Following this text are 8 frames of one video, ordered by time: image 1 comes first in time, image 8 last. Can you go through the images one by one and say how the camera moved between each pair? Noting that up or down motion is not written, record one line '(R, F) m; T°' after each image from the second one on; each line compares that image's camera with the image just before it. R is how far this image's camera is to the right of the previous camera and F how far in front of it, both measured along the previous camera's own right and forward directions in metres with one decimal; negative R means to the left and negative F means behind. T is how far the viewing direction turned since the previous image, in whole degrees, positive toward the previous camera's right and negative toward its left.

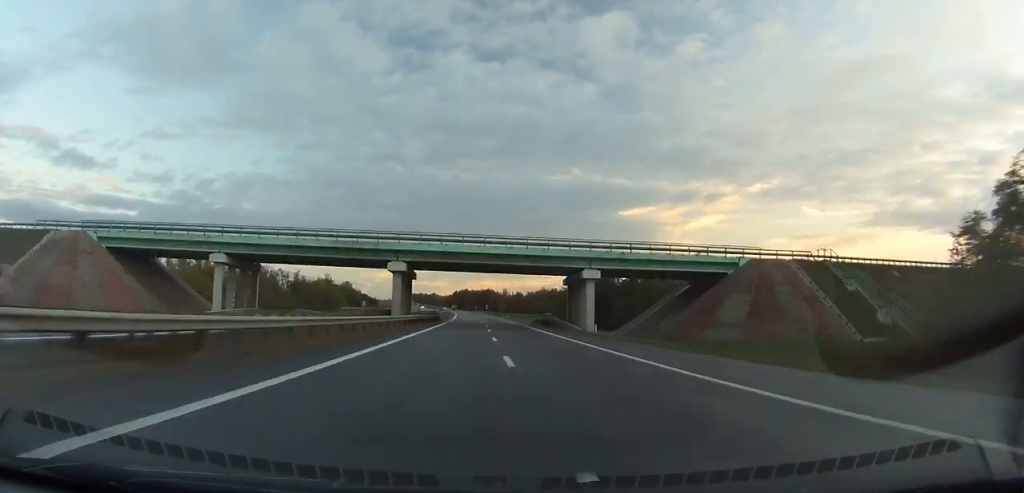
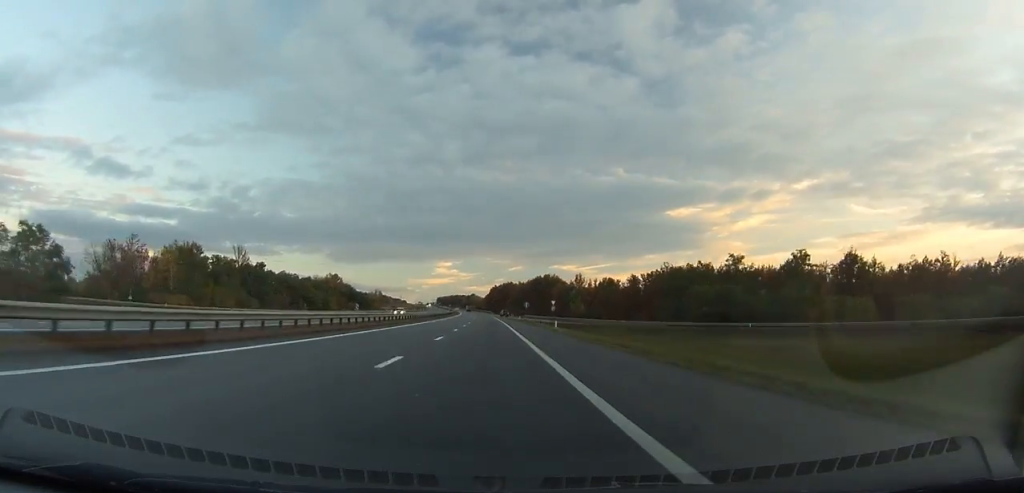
(-1.1, +186.0) m; -2°
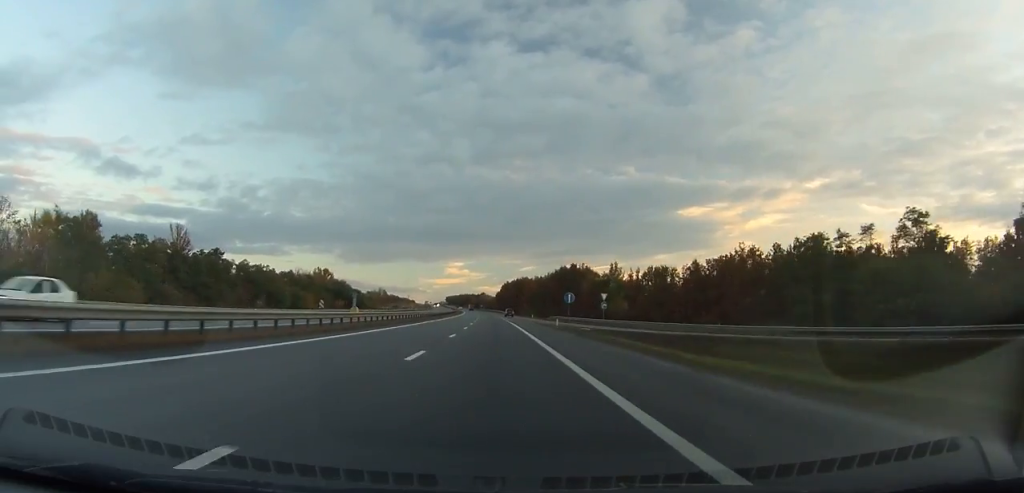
(-0.4, +49.4) m; -1°
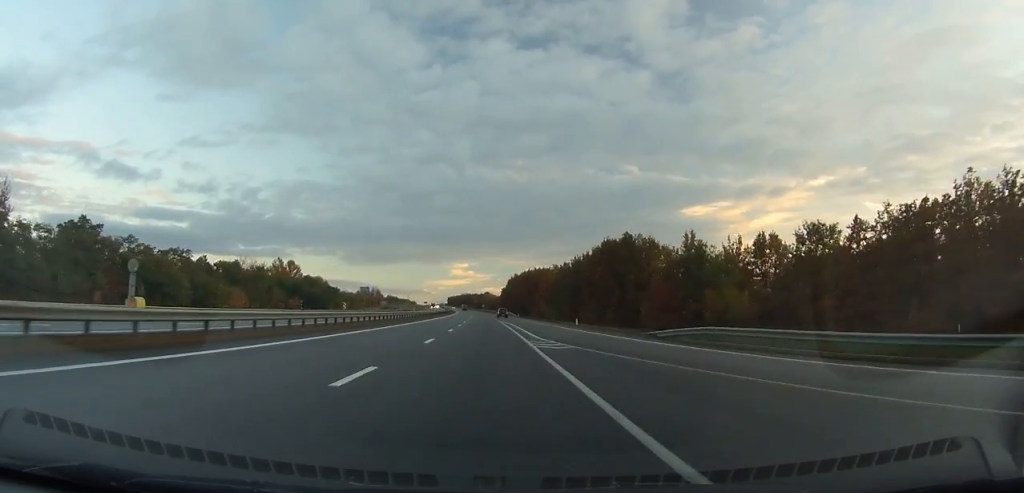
(-0.6, +69.1) m; -1°
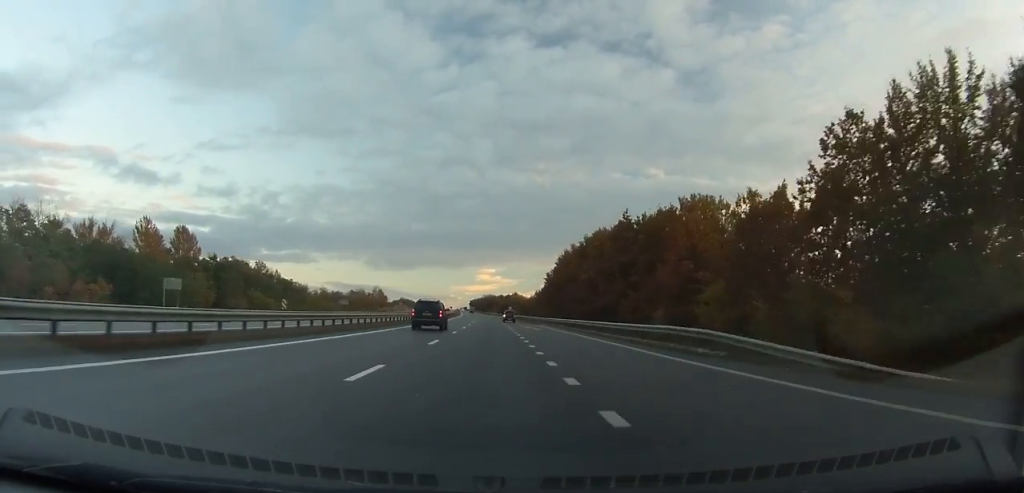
(-3.1, +127.6) m; -3°
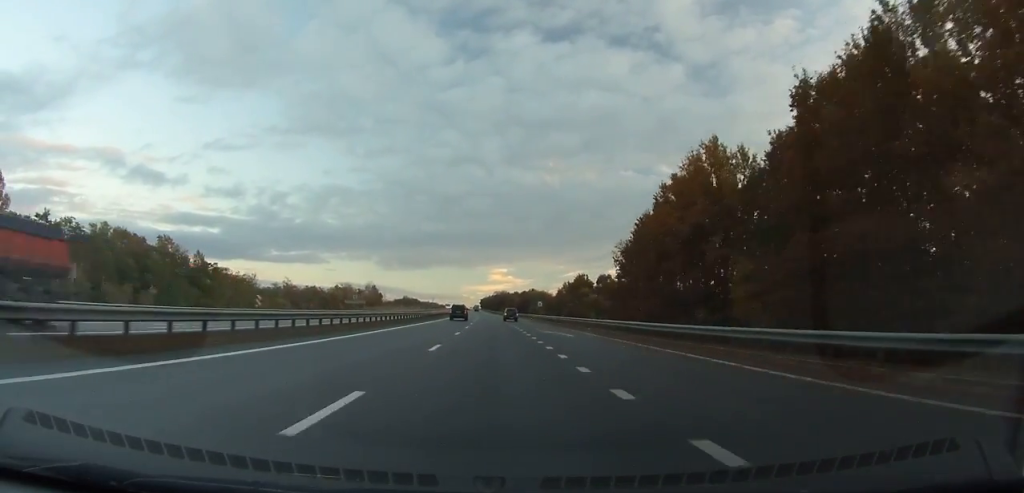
(-1.1, +77.1) m; -2°
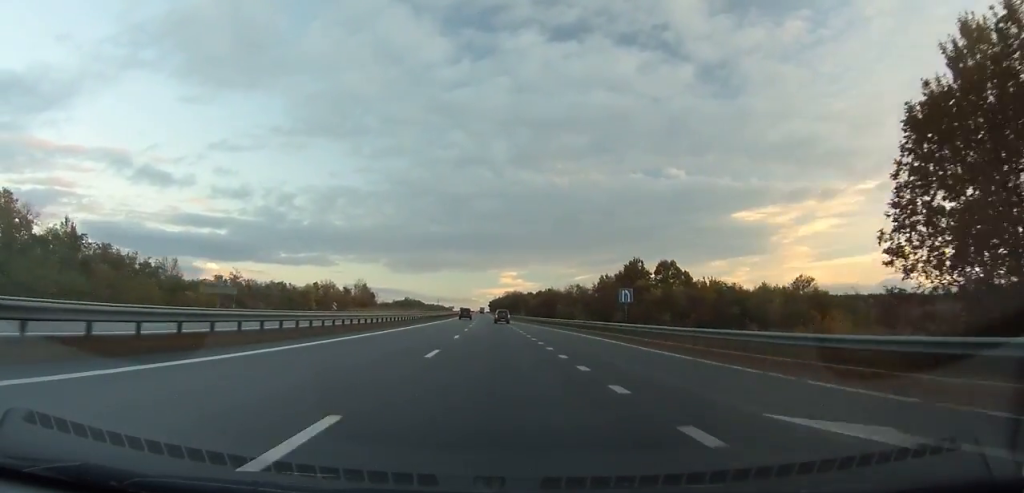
(-0.6, +60.1) m; -1°
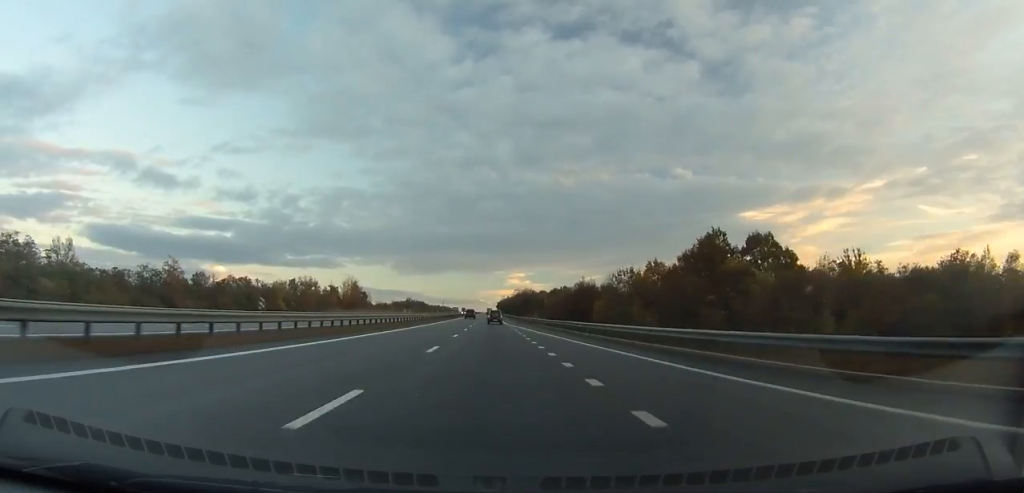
(-0.2, +46.0) m; -1°
